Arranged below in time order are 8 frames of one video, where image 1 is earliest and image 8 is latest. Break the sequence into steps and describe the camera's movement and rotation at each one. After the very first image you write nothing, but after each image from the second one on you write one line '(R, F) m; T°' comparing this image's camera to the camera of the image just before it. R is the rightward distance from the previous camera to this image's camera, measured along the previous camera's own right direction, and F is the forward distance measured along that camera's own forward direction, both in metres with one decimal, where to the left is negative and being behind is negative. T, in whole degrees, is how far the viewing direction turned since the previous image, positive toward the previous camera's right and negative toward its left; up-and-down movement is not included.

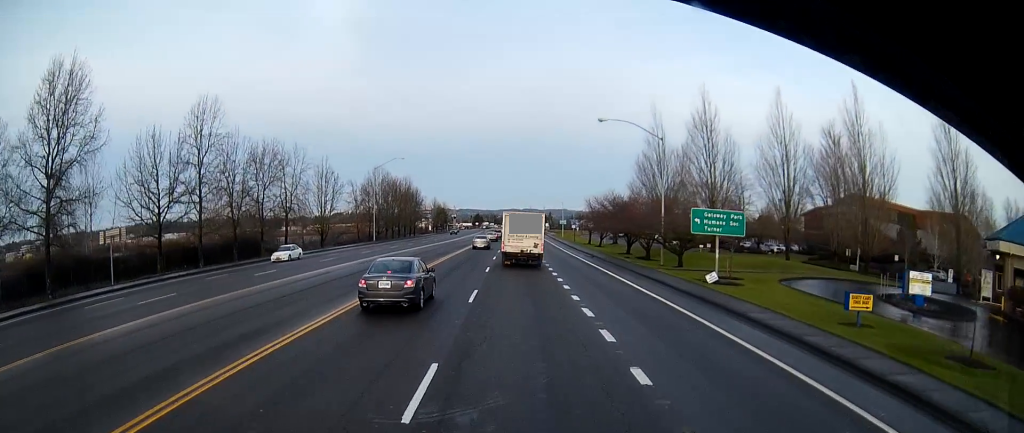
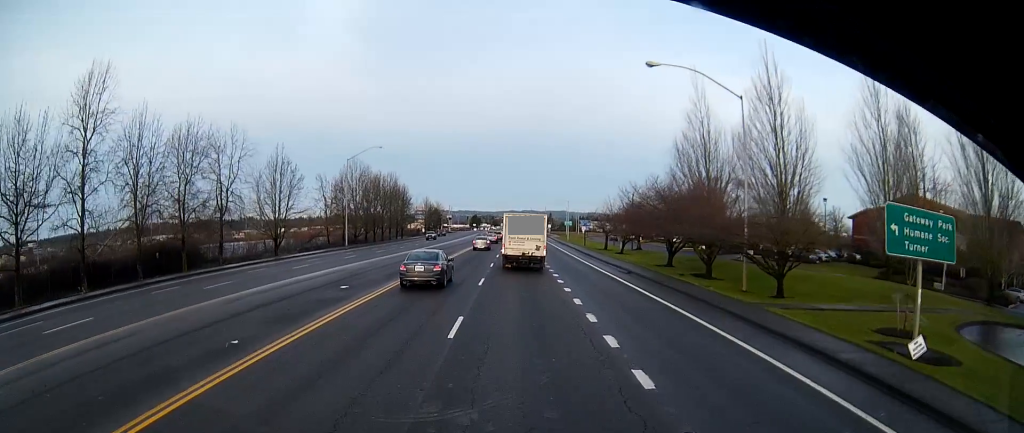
(+0.5, +18.7) m; +1°
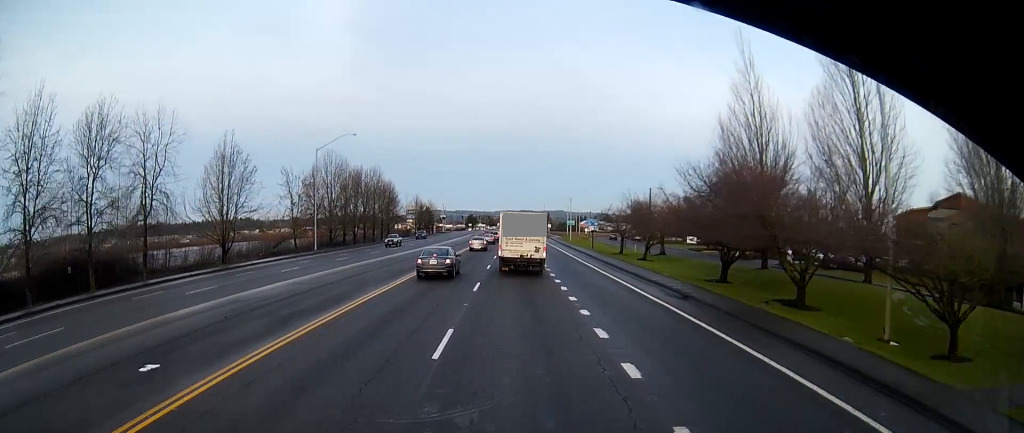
(-0.2, +14.0) m; 0°
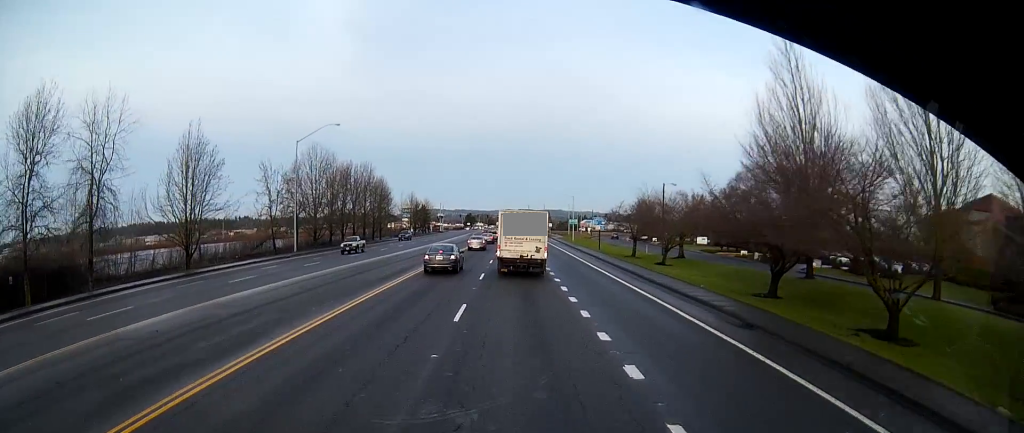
(+0.1, +7.8) m; +1°
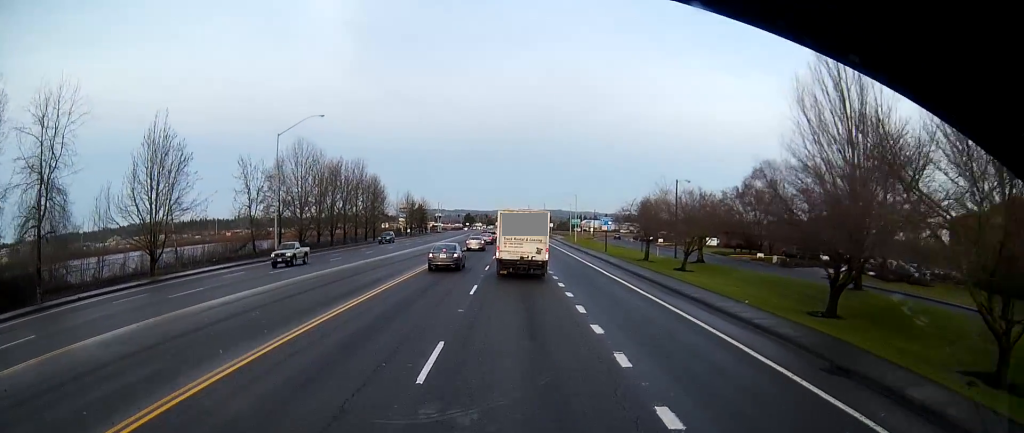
(+0.1, +6.6) m; +1°
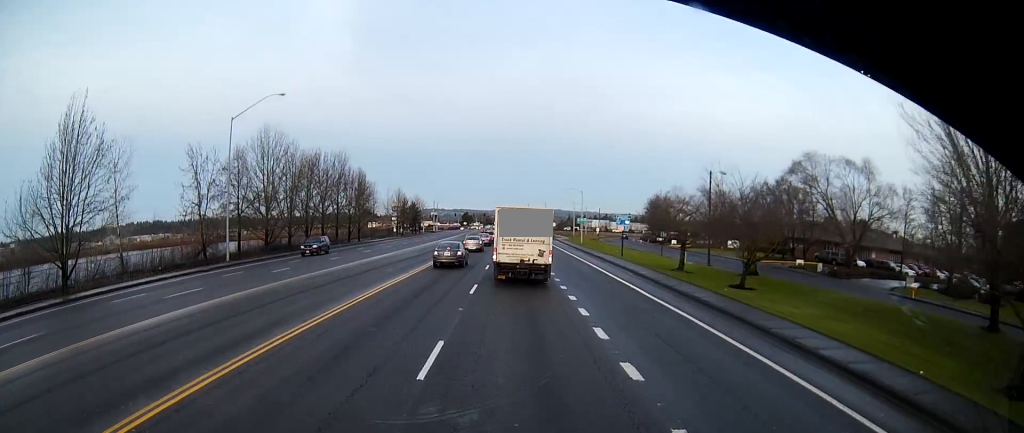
(-0.1, +12.8) m; -2°
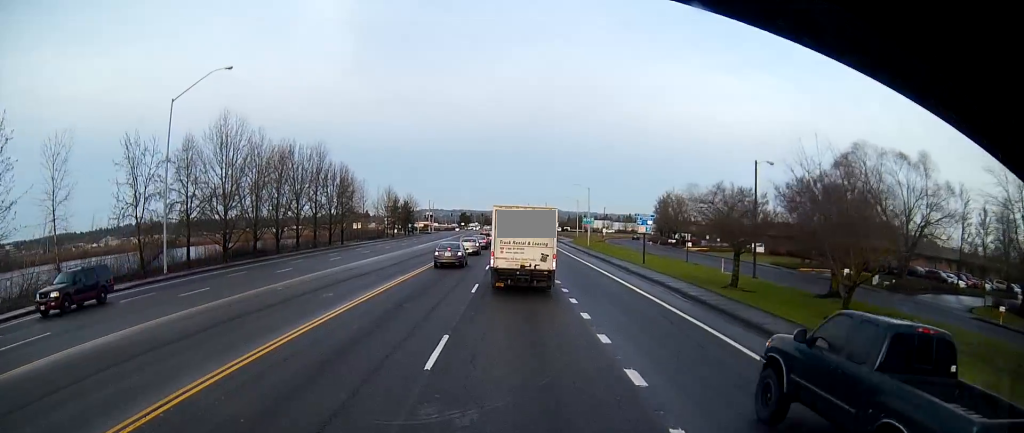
(-0.2, +12.2) m; -1°
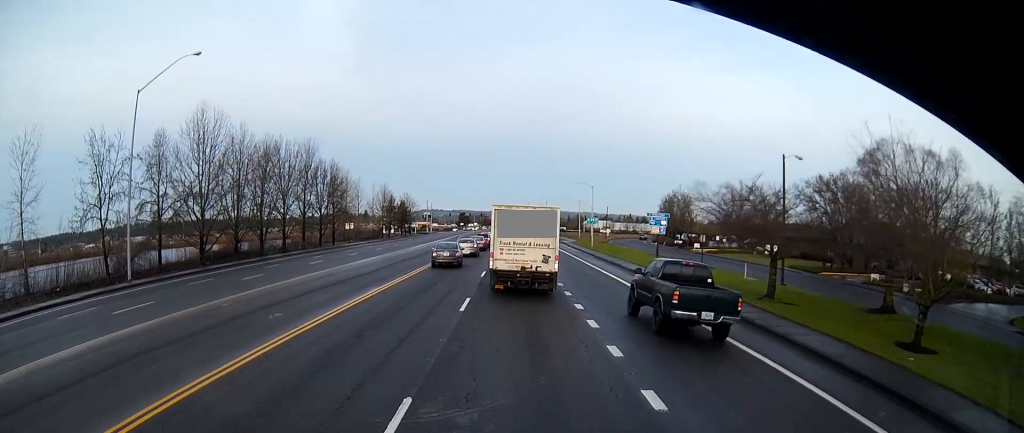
(+0.1, +5.7) m; 0°
